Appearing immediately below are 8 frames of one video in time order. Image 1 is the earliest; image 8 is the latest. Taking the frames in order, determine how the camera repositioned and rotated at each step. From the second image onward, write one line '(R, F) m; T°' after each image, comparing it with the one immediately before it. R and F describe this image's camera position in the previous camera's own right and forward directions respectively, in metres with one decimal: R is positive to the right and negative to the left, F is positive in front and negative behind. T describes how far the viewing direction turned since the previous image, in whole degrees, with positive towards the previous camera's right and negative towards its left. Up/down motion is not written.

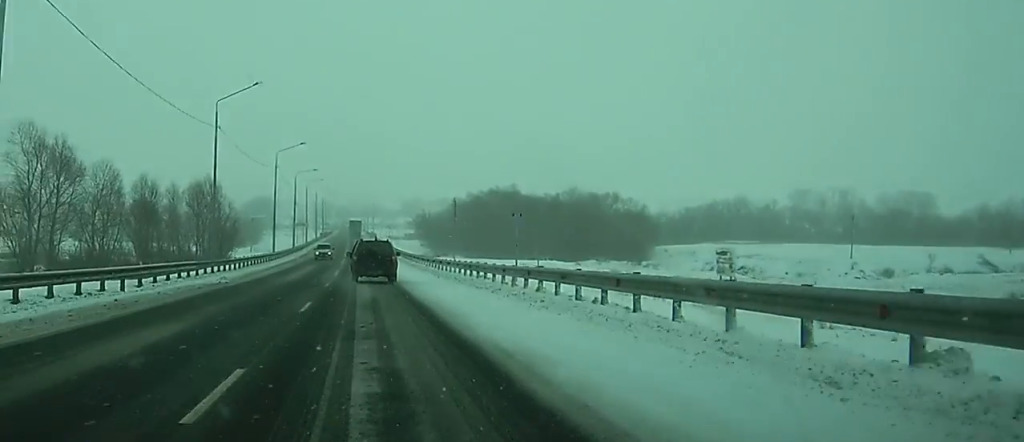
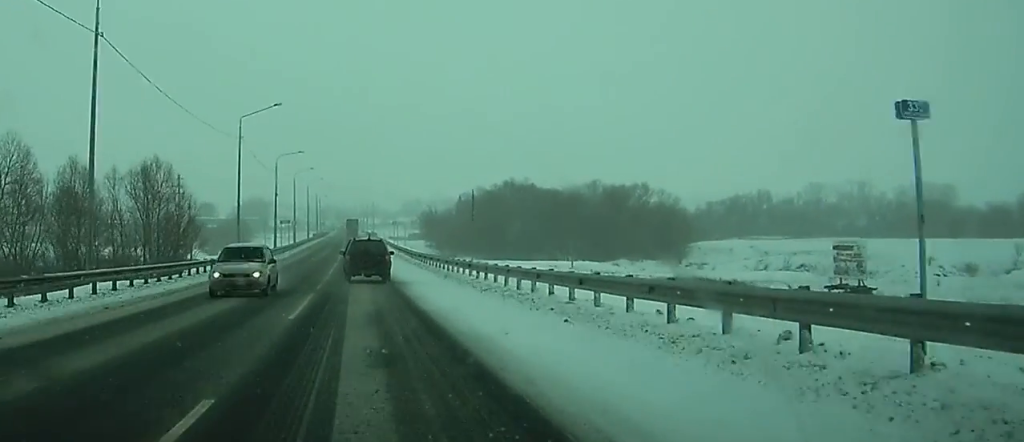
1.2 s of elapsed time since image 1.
(-0.2, +25.8) m; 0°
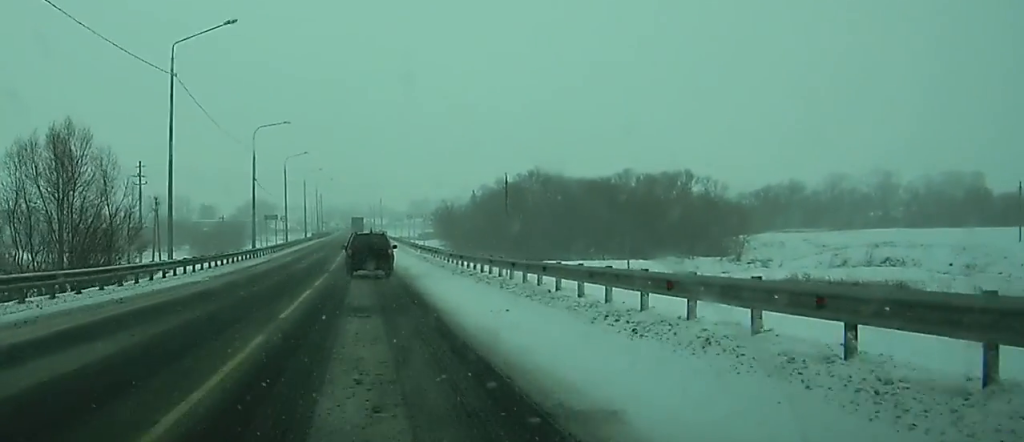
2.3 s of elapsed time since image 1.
(+0.1, +25.0) m; 0°
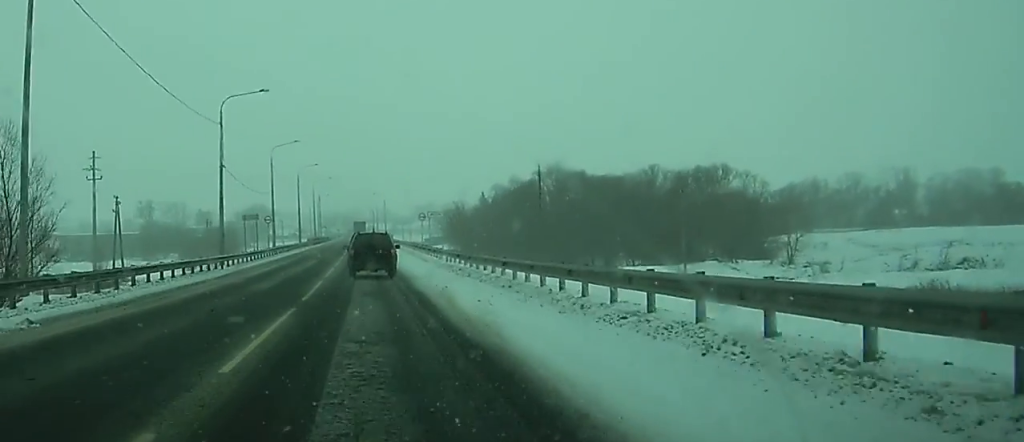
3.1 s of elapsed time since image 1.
(0.0, +18.3) m; 0°
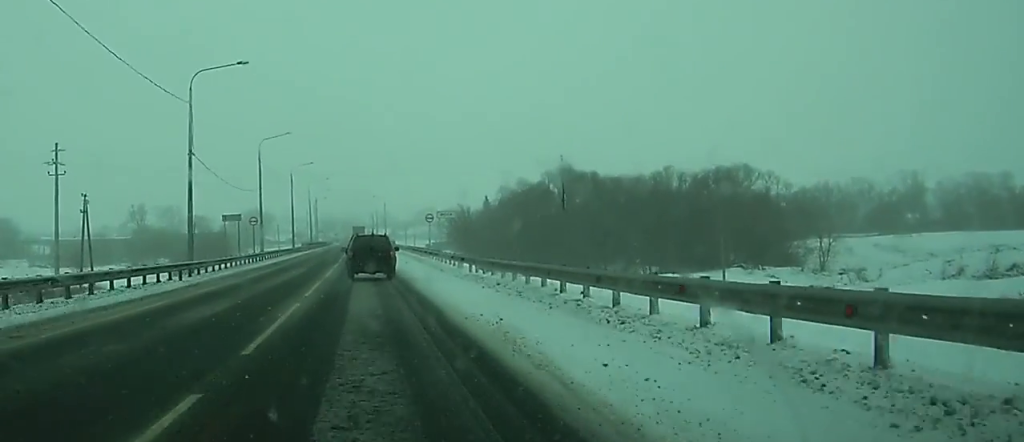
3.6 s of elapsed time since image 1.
(0.0, +10.2) m; 0°
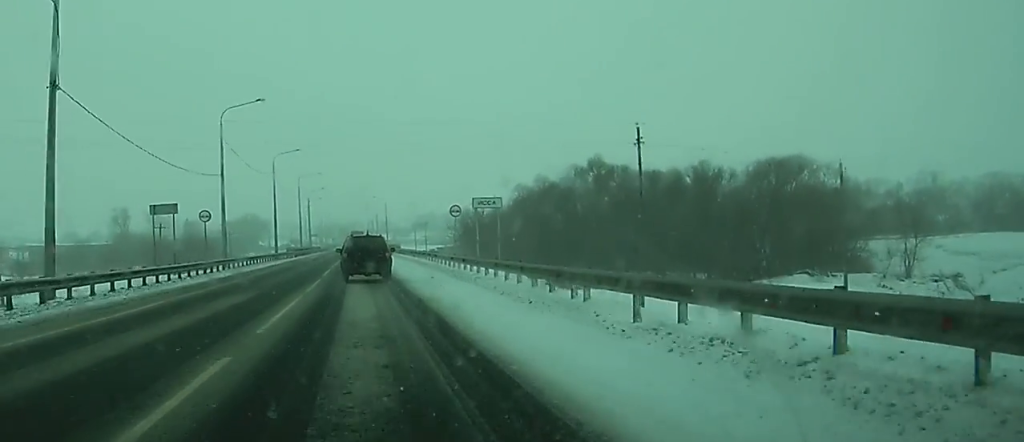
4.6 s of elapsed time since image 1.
(+0.1, +21.7) m; 0°
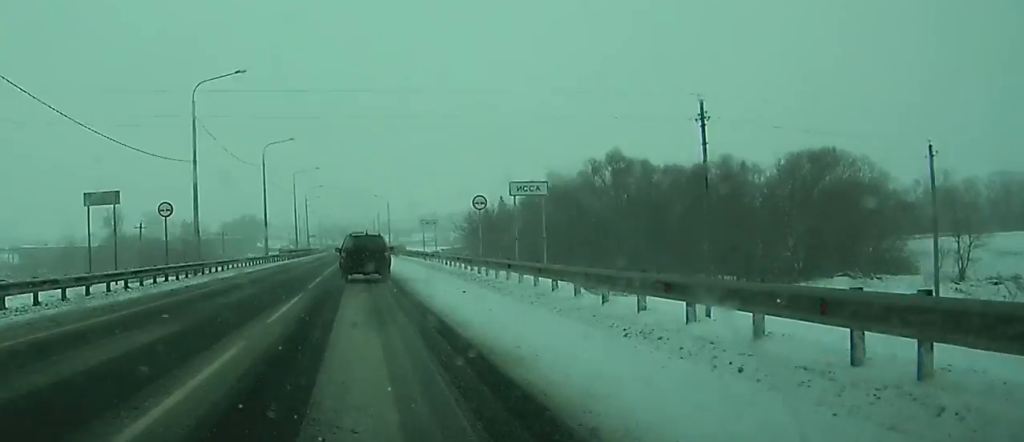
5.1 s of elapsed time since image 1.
(0.0, +10.6) m; 0°
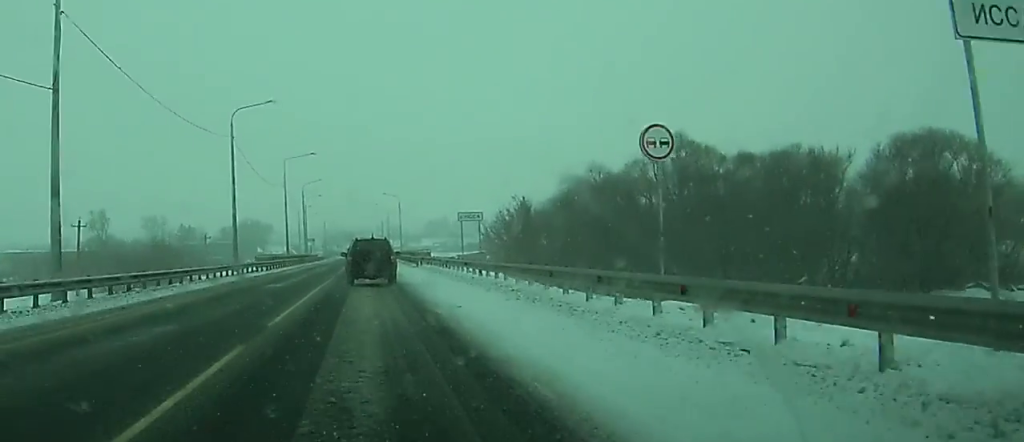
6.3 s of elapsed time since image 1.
(0.0, +25.2) m; 0°
